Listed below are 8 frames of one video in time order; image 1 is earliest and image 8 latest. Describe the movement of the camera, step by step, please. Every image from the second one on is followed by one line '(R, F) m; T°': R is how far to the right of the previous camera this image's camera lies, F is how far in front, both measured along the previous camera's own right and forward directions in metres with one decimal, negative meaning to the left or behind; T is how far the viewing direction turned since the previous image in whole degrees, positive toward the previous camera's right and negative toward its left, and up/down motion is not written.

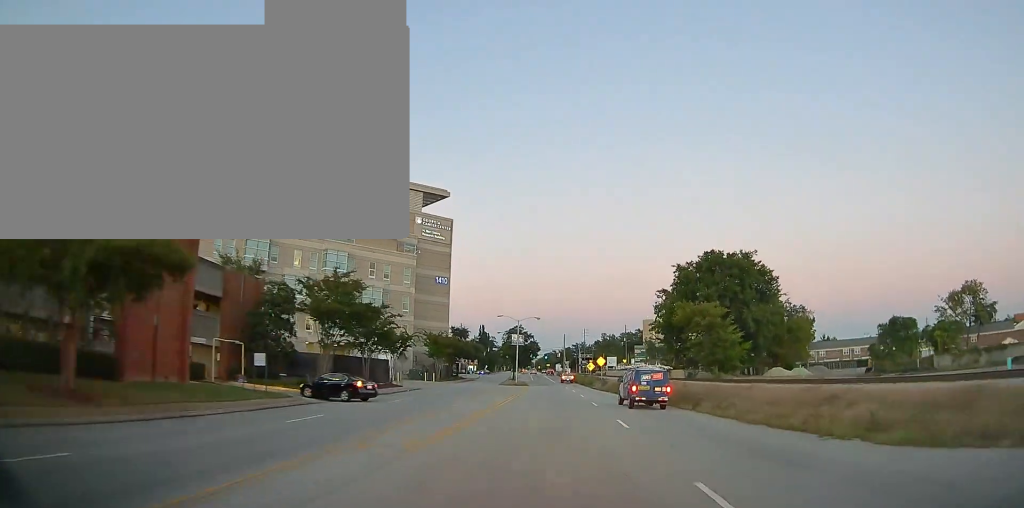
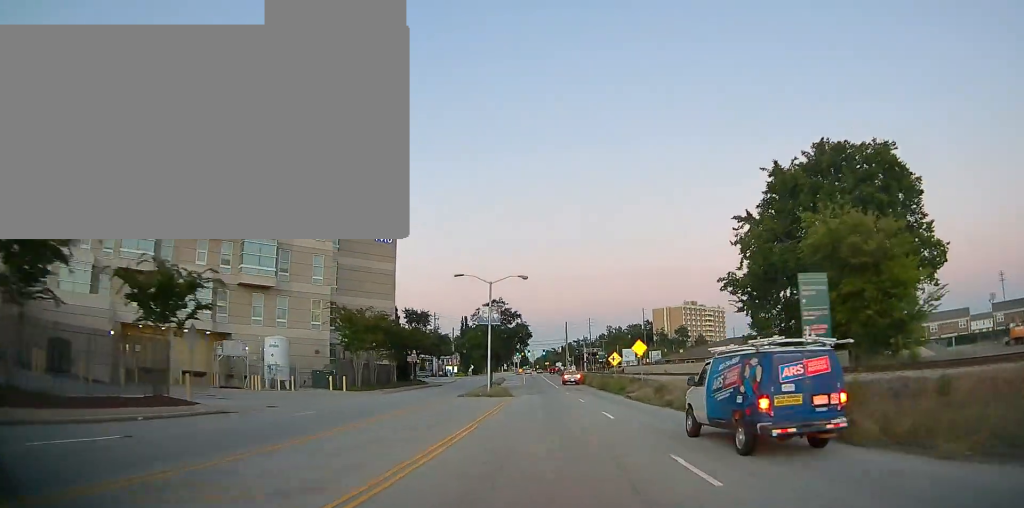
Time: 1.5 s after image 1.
(0.0, +34.3) m; 0°
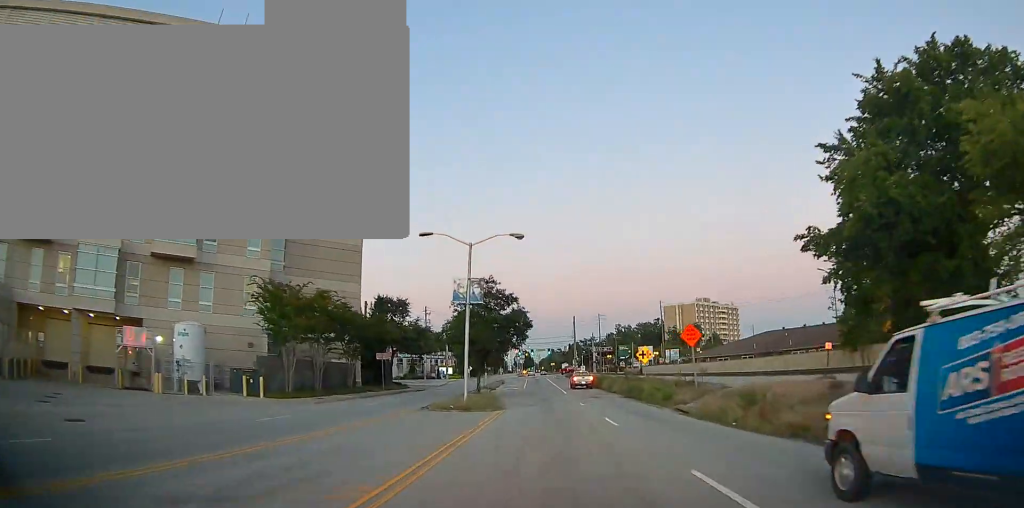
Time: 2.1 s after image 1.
(0.0, +13.6) m; 0°
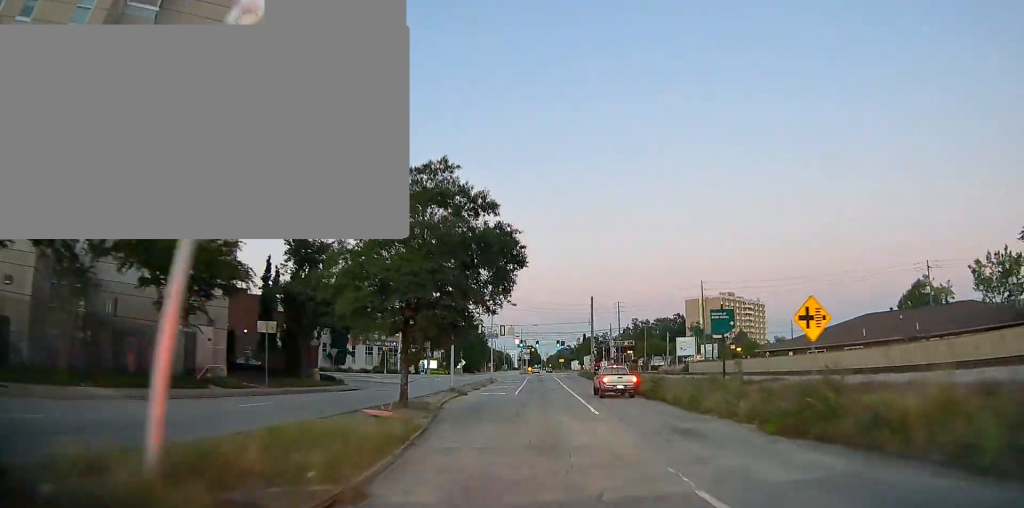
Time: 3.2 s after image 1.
(0.0, +24.6) m; -1°
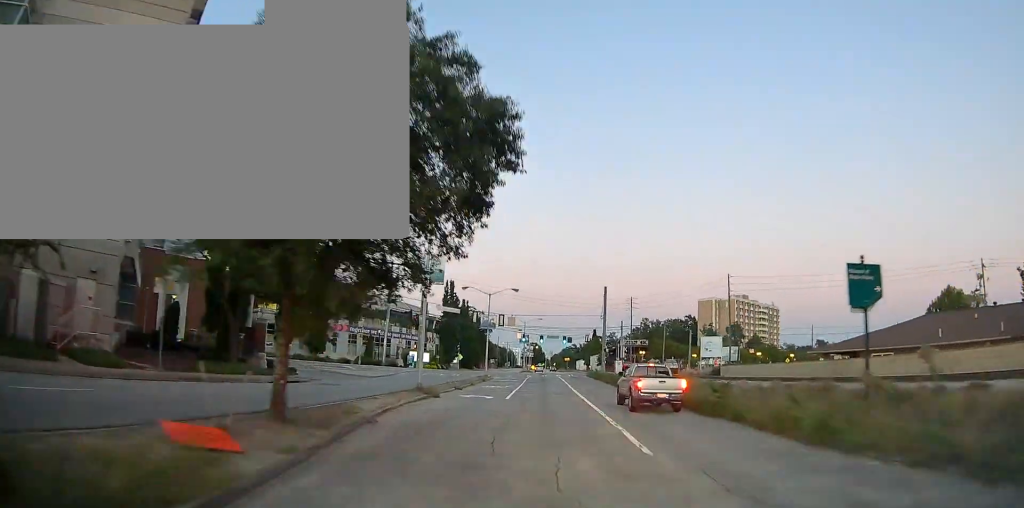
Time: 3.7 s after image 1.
(-0.2, +10.3) m; 0°
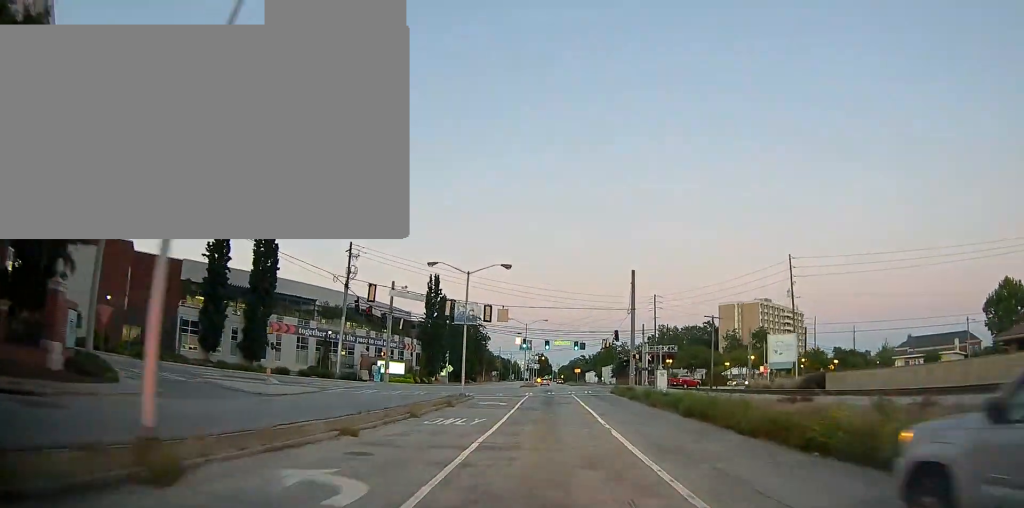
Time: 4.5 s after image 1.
(-0.2, +19.1) m; -1°
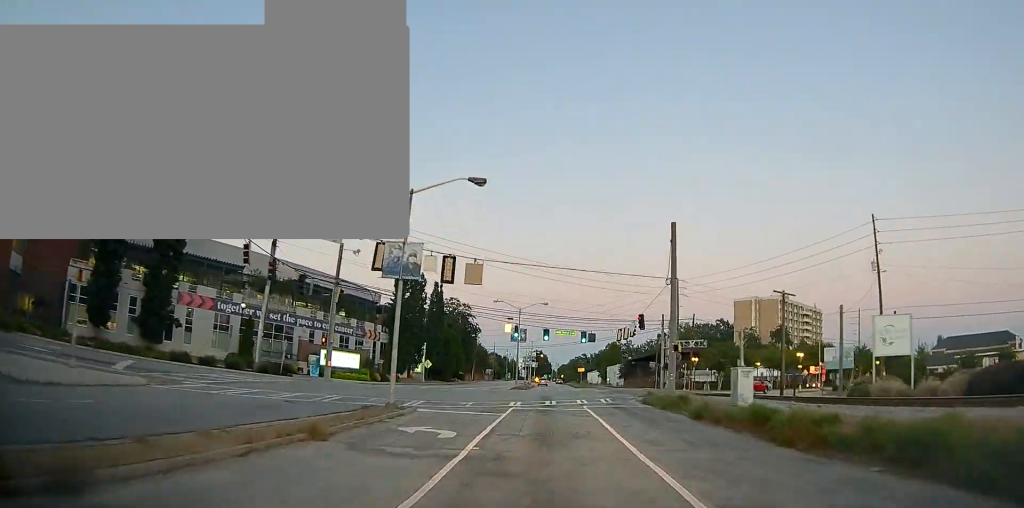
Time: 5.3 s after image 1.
(0.0, +16.8) m; -1°
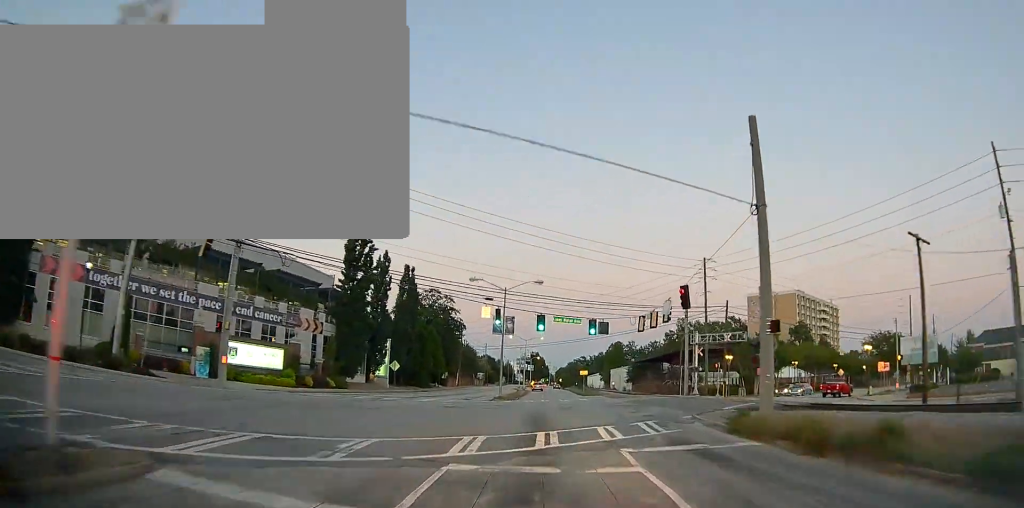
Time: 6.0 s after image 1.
(-0.2, +16.2) m; 0°
